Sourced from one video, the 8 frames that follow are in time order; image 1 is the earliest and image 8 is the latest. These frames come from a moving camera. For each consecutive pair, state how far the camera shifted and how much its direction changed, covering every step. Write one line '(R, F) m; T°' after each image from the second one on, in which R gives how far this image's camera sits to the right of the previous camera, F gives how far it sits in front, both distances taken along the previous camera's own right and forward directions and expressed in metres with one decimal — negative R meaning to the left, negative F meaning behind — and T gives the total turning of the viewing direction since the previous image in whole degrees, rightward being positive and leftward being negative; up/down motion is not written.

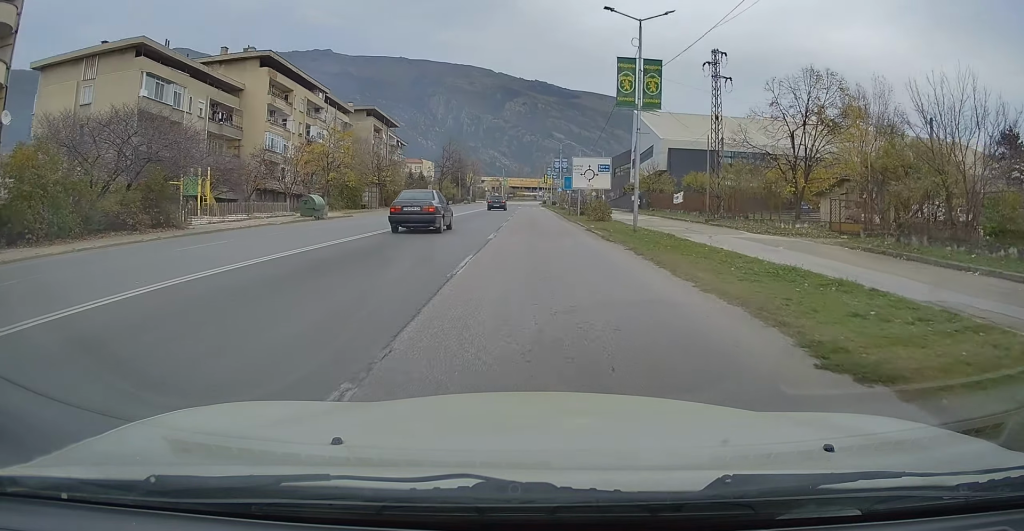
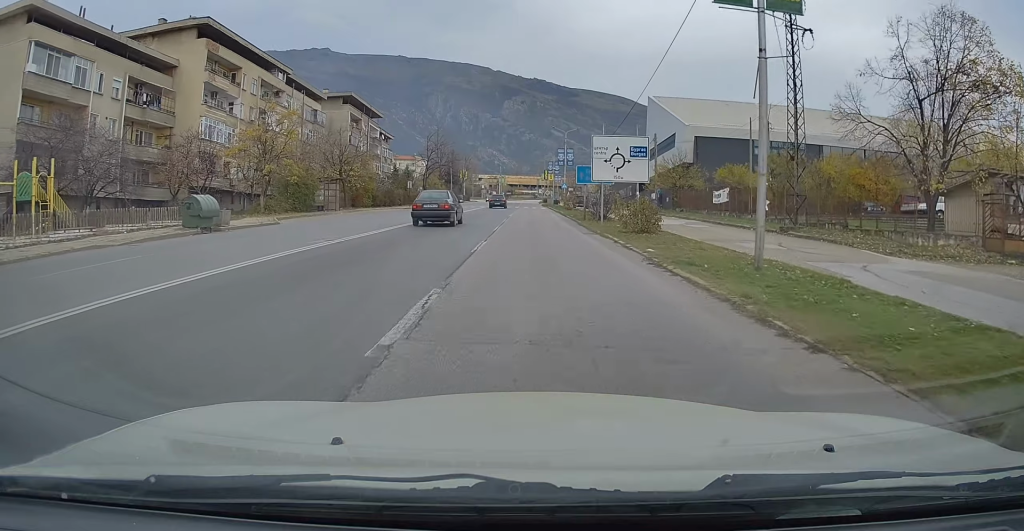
(+0.4, +13.6) m; +1°
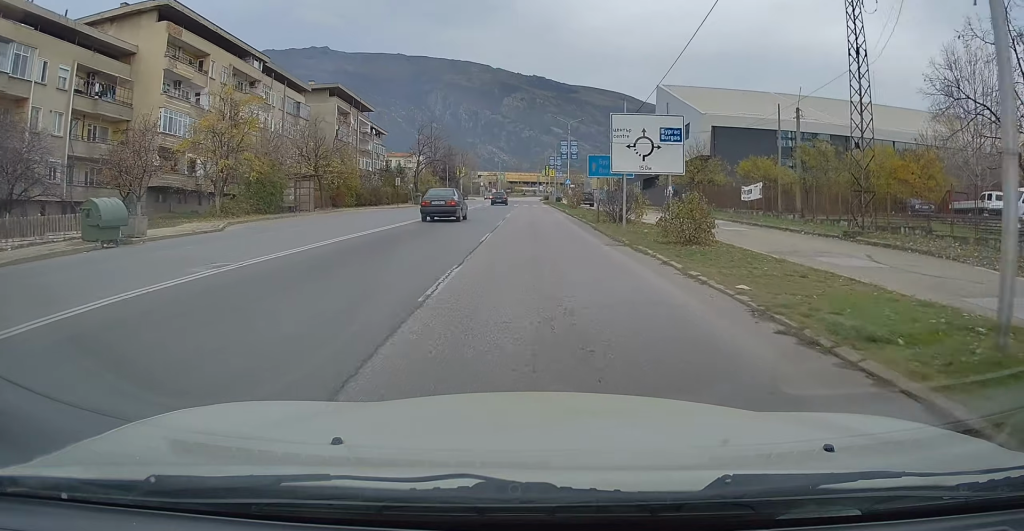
(-0.2, +6.5) m; -1°
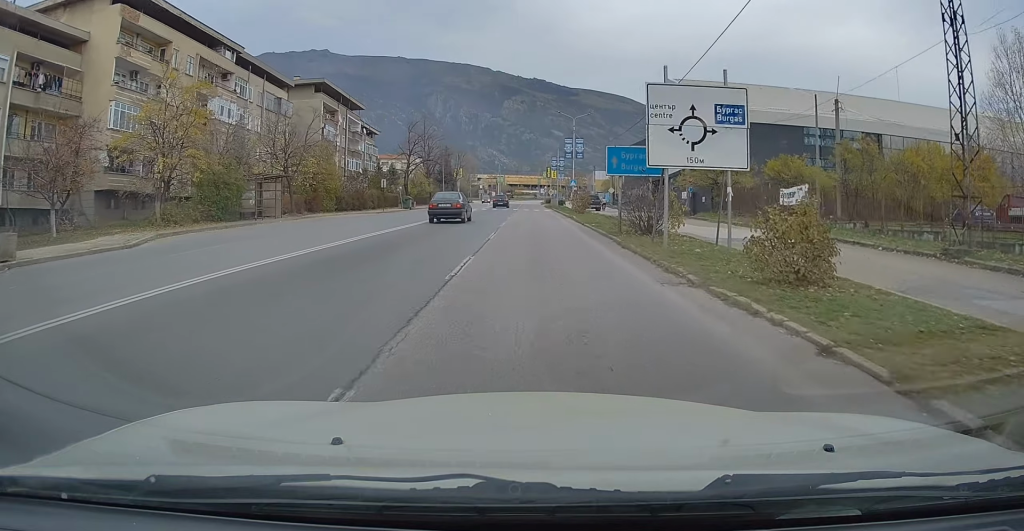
(-0.1, +6.6) m; -1°
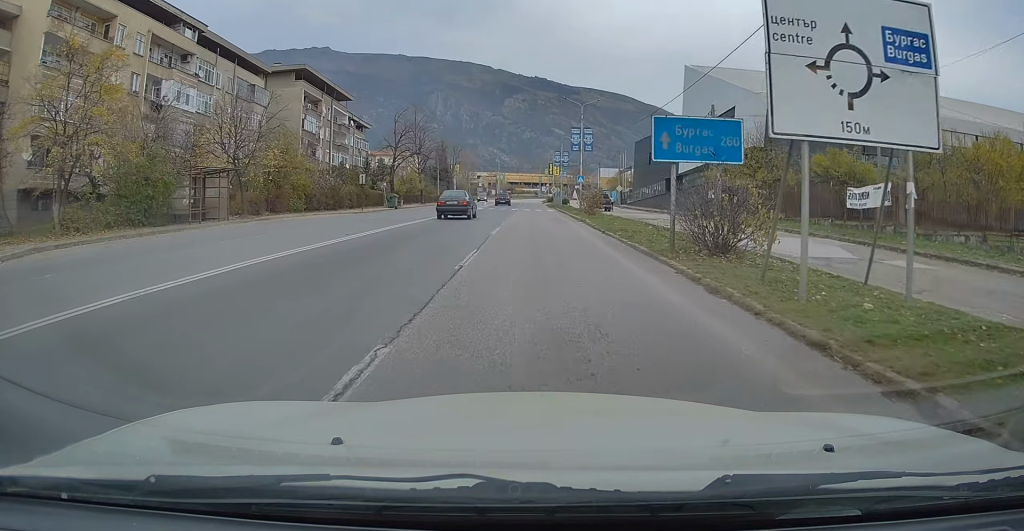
(+0.1, +7.9) m; 0°
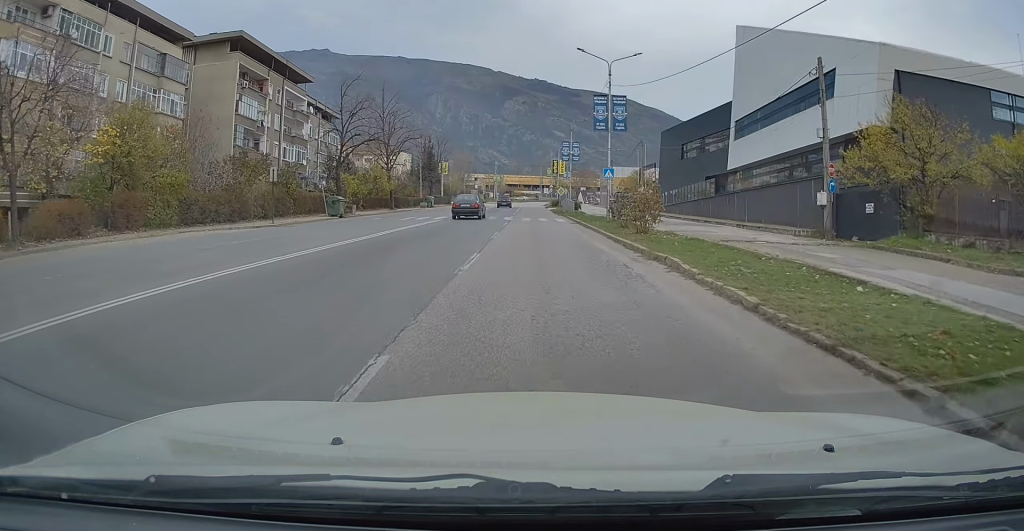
(-0.1, +18.2) m; -1°
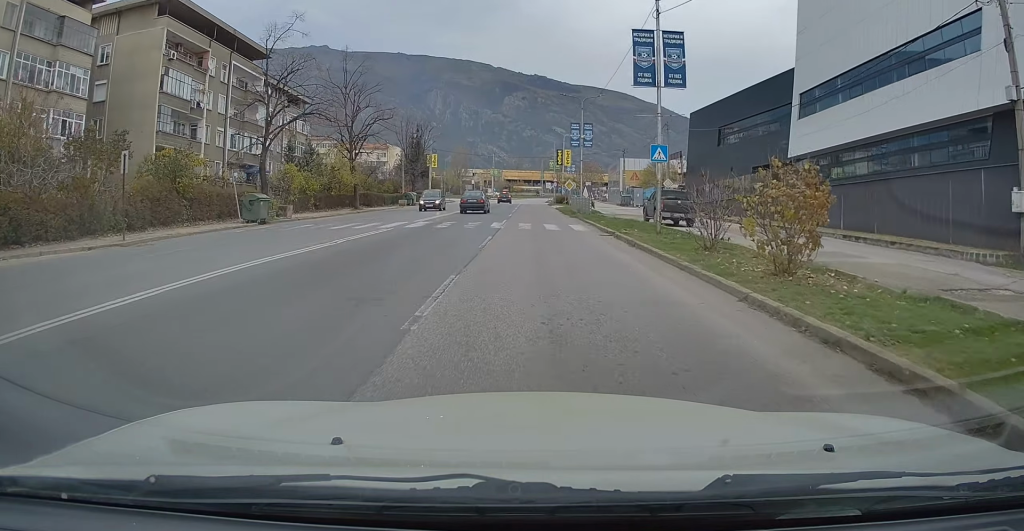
(+0.1, +13.2) m; +1°
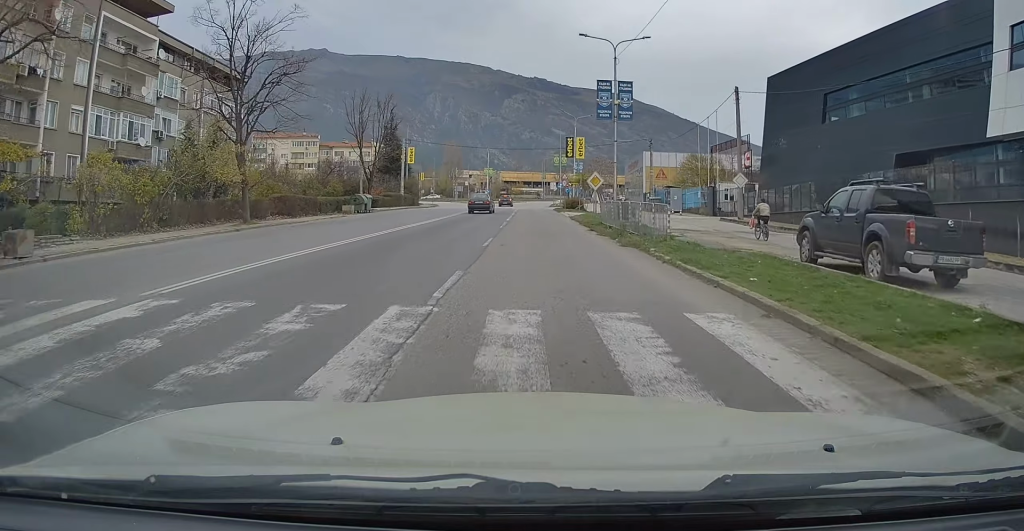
(0.0, +20.3) m; 0°
